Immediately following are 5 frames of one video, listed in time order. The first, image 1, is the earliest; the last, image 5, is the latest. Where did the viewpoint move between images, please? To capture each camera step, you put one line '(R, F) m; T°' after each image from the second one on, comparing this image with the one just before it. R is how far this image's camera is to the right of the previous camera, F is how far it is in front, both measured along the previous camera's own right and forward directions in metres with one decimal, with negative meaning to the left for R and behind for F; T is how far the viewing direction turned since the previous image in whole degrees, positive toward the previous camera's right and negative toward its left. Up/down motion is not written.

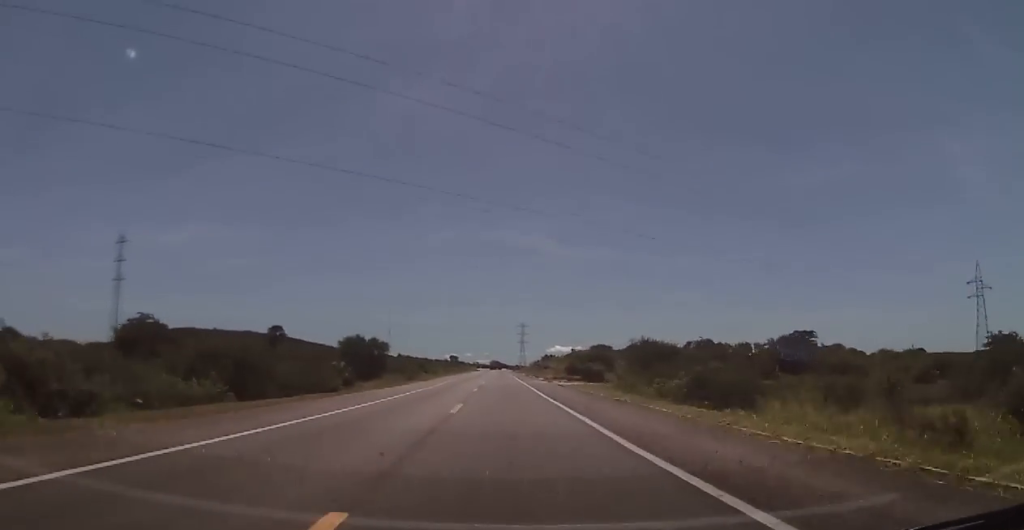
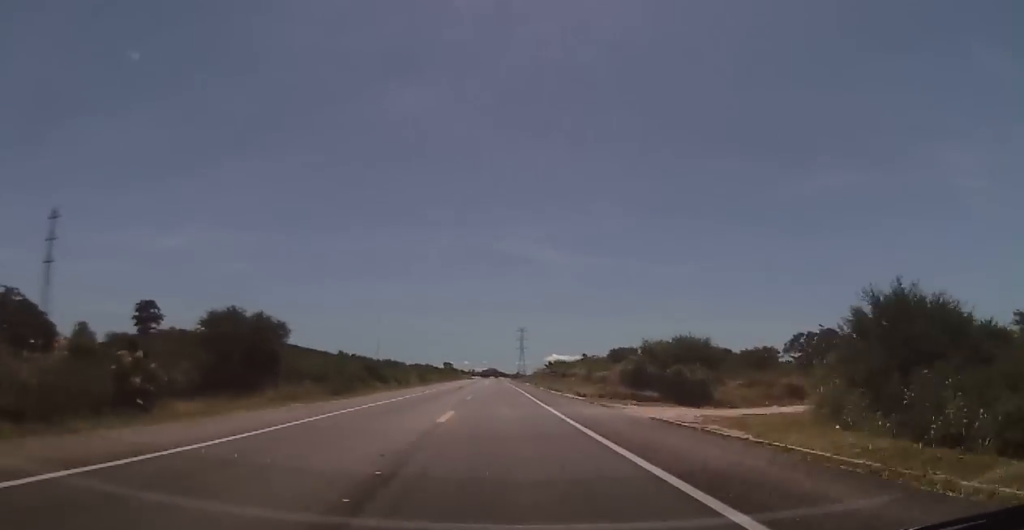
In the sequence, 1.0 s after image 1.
(-0.2, +39.7) m; 0°
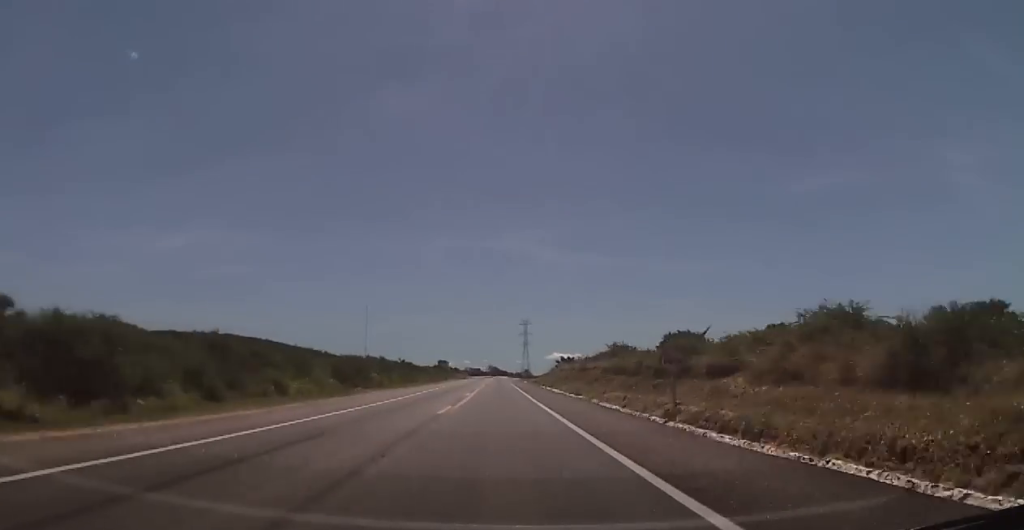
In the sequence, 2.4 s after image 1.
(+0.5, +54.2) m; 0°
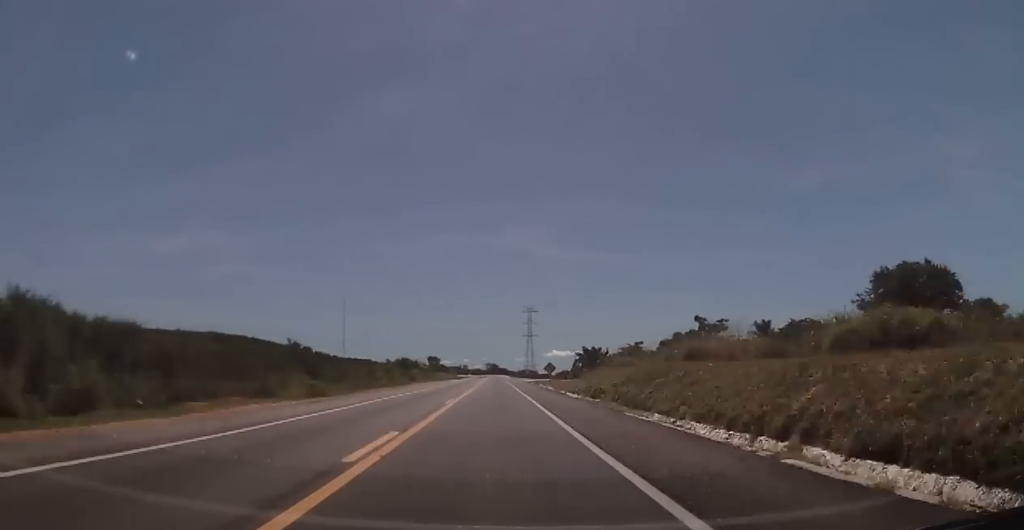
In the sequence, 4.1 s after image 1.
(-0.4, +66.7) m; 0°
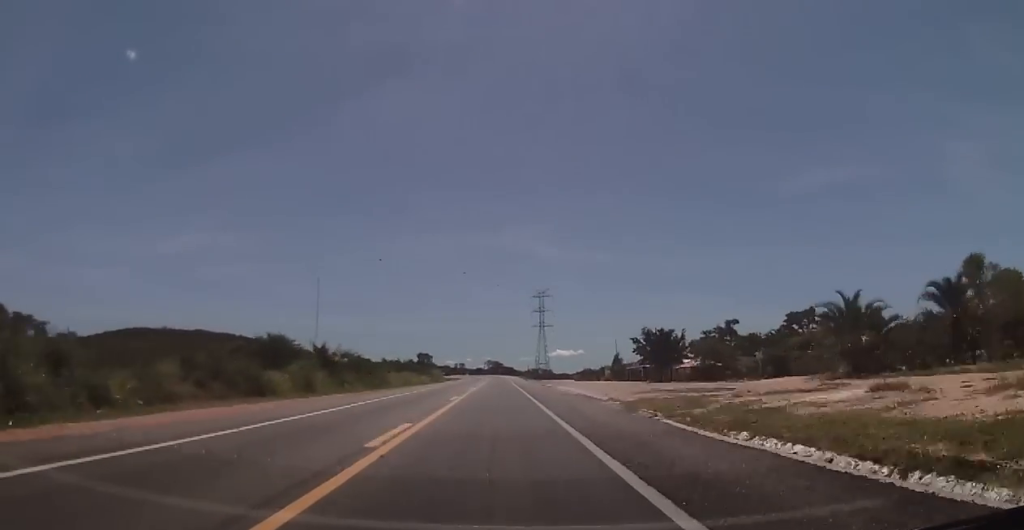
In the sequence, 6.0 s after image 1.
(+0.3, +72.7) m; 0°
